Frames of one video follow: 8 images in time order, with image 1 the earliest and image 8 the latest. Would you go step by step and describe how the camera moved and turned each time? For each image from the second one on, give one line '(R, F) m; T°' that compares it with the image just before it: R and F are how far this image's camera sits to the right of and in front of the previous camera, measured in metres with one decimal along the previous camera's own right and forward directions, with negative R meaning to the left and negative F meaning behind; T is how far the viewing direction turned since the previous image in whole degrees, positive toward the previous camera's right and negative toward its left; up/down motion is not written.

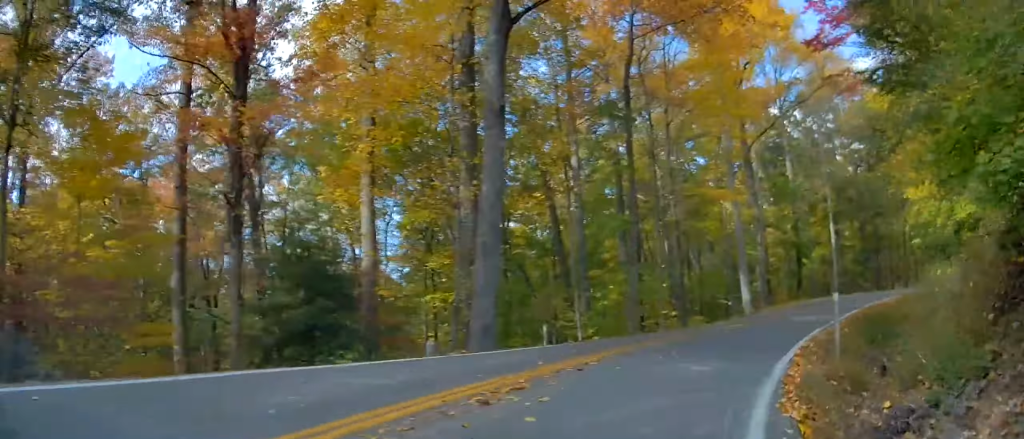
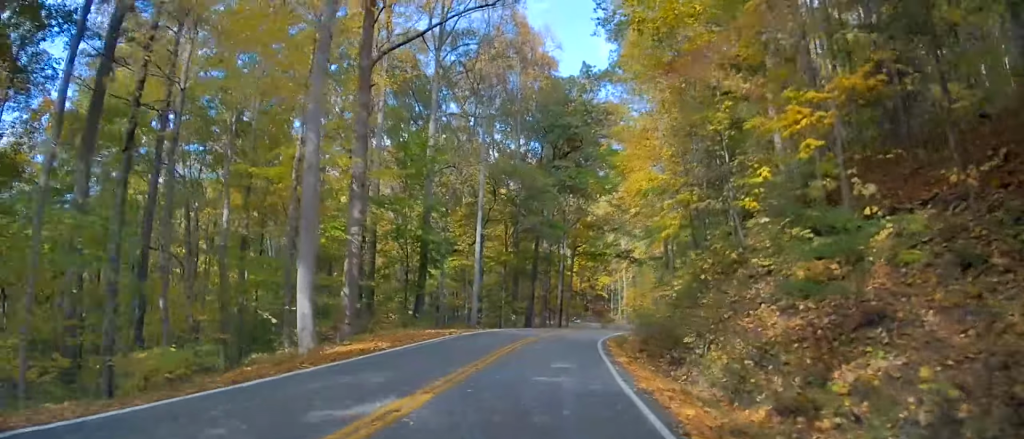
(+8.2, +24.5) m; +28°
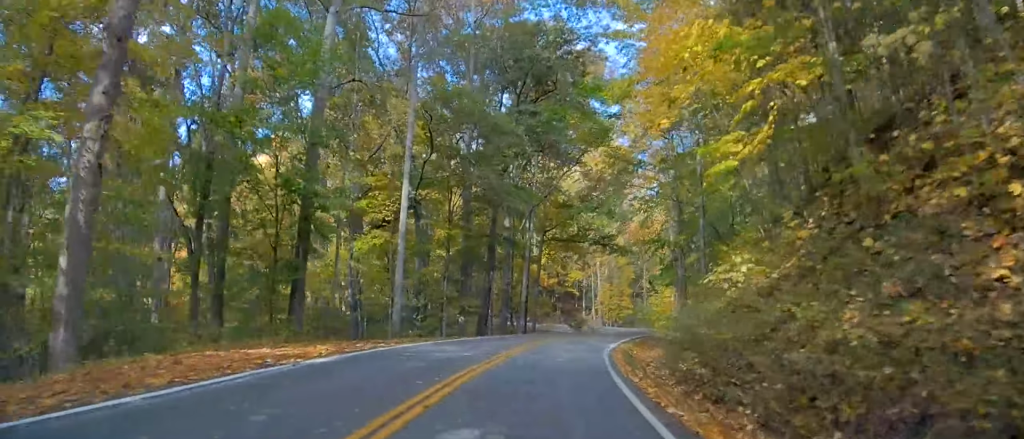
(+1.5, +17.7) m; +8°
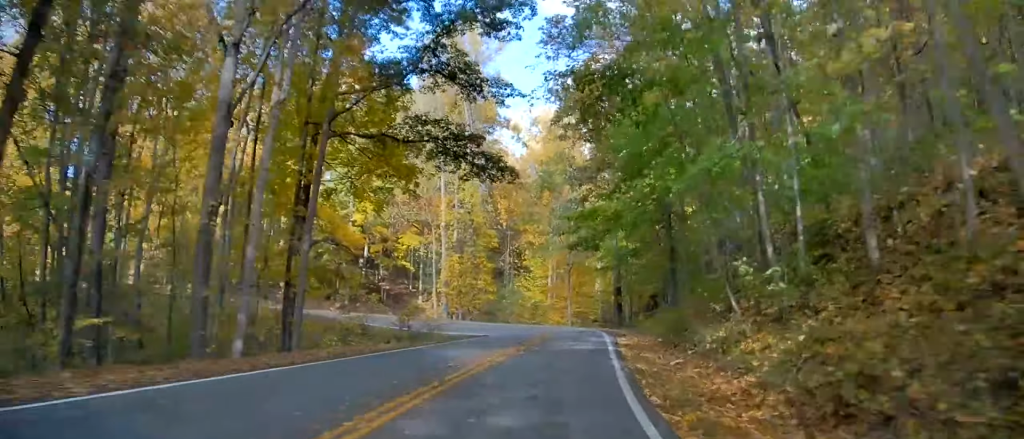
(+3.1, +37.4) m; +7°
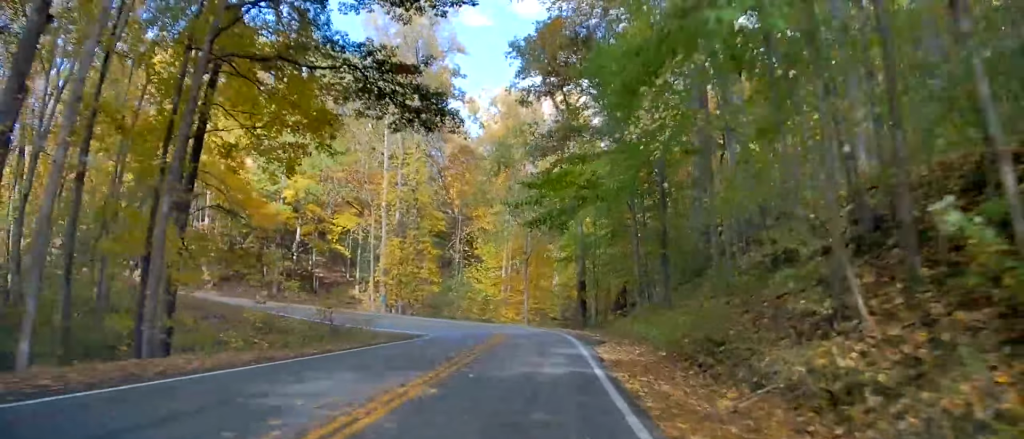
(+0.3, +9.3) m; 0°
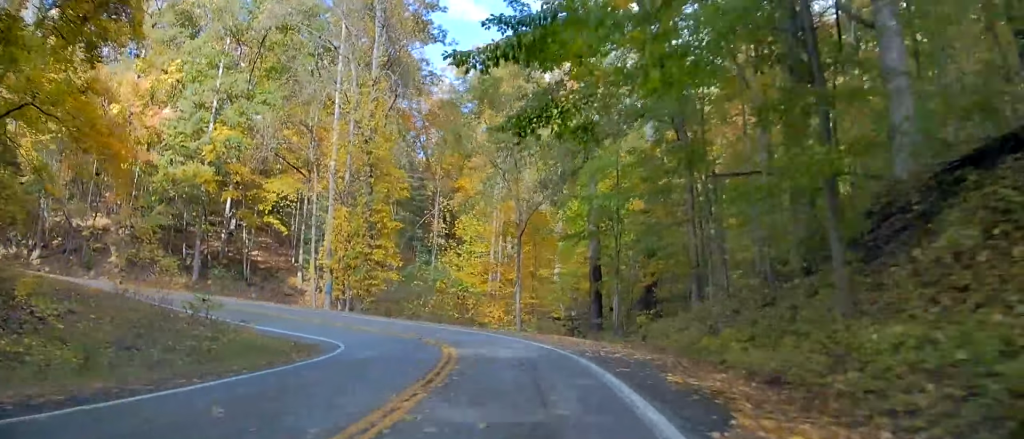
(-0.4, +16.4) m; +3°
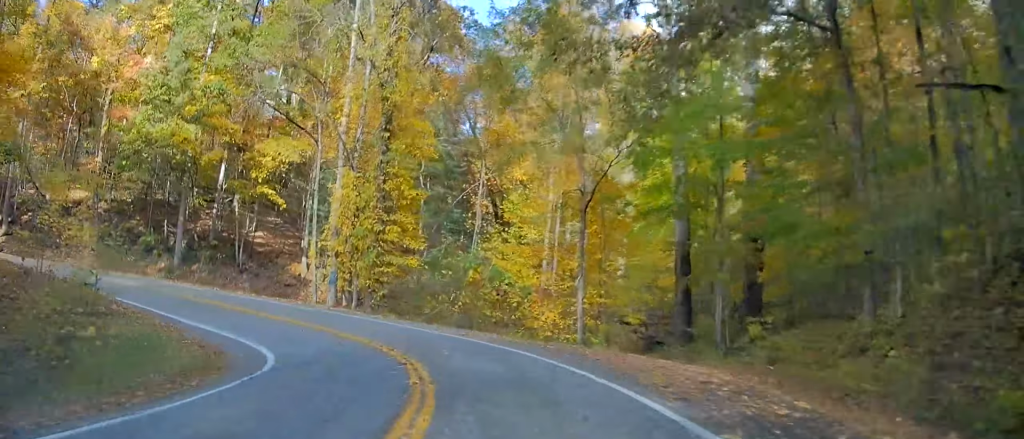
(+0.9, +10.9) m; -1°
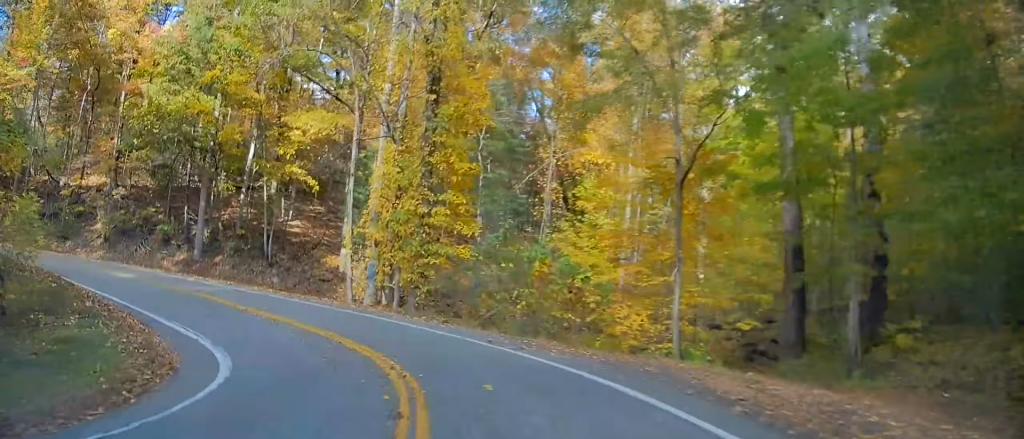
(+0.5, +6.5) m; -2°
